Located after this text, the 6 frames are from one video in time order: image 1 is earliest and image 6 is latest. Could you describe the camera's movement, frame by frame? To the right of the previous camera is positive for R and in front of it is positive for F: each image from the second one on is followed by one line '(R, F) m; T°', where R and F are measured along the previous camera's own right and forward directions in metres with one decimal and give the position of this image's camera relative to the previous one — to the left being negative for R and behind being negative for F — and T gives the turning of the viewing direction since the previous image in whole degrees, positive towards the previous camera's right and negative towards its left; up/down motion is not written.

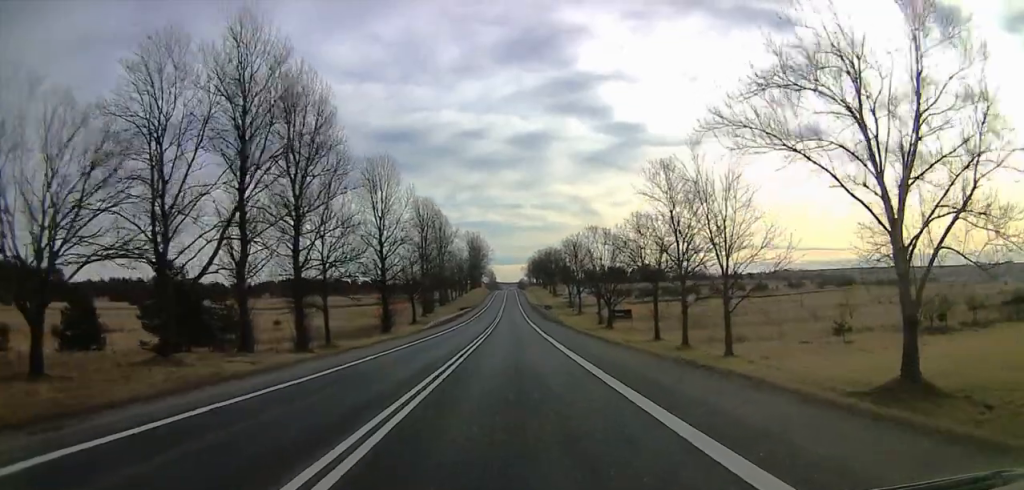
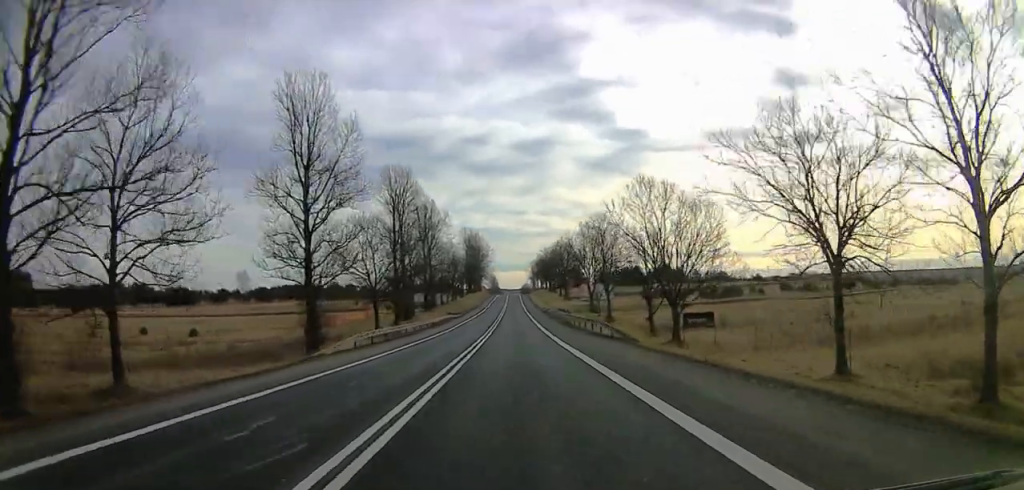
(+0.3, +33.2) m; 0°
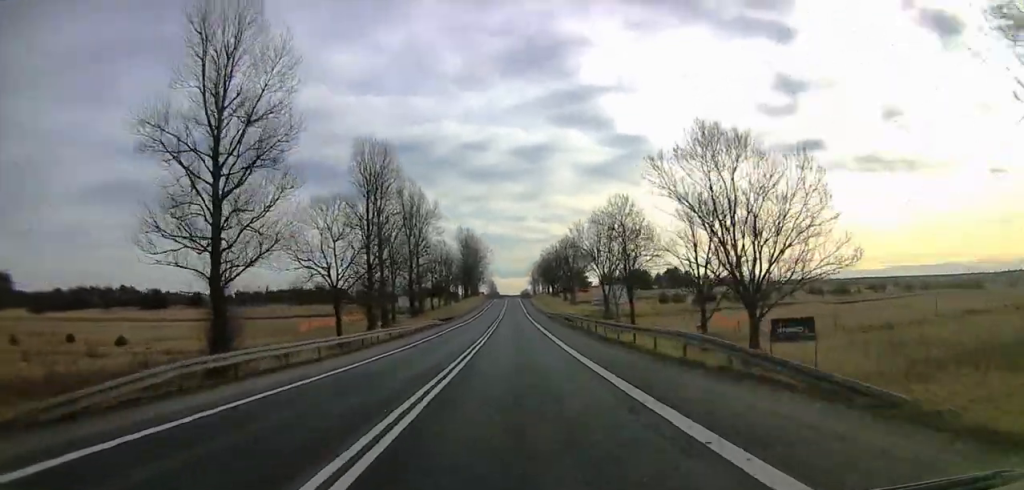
(0.0, +17.9) m; 0°
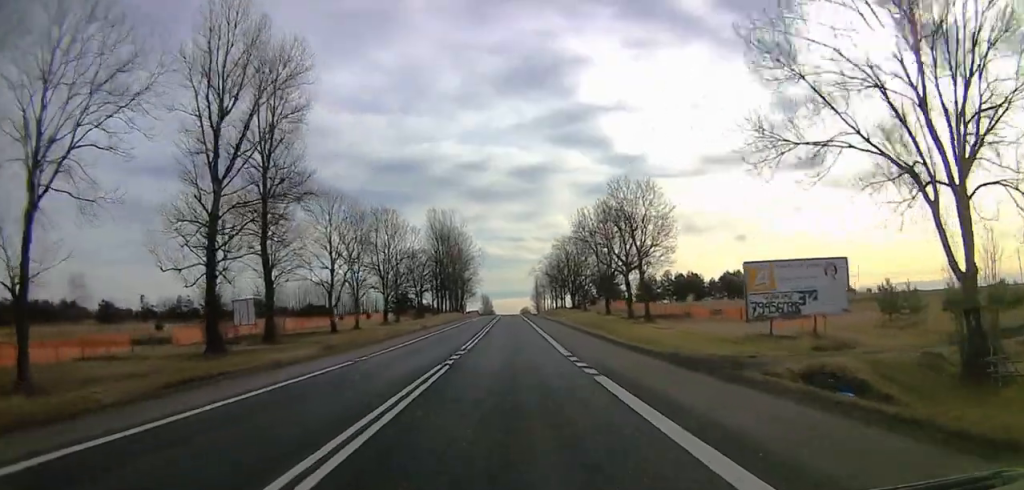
(-1.1, +77.9) m; -1°
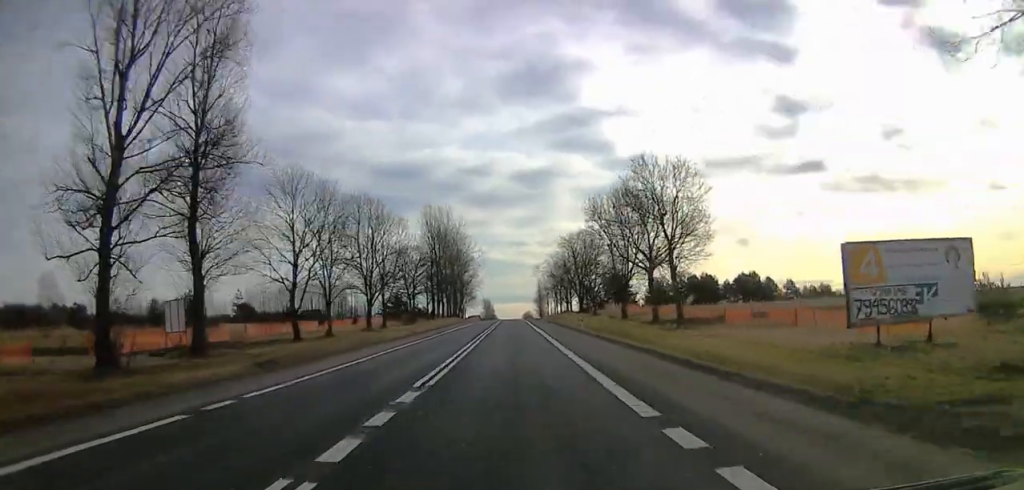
(0.0, +11.9) m; 0°
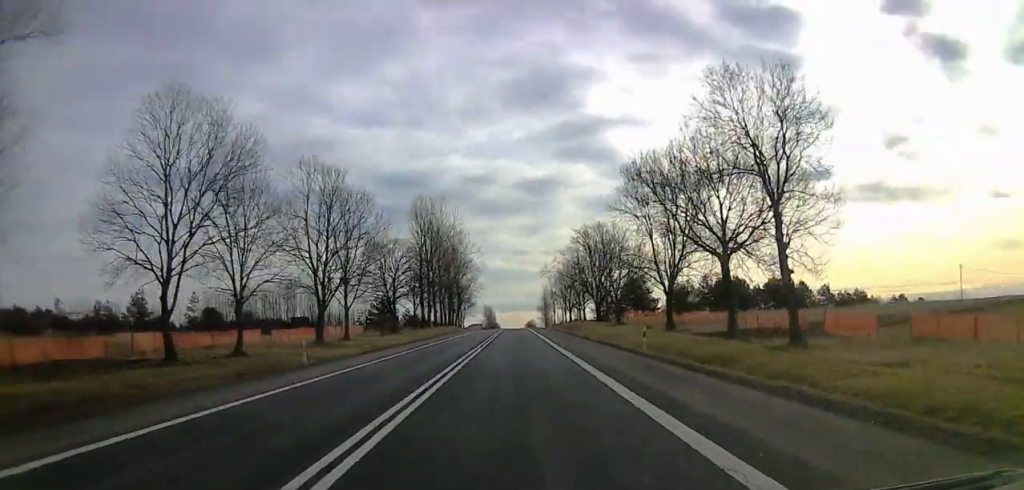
(0.0, +21.4) m; 0°
